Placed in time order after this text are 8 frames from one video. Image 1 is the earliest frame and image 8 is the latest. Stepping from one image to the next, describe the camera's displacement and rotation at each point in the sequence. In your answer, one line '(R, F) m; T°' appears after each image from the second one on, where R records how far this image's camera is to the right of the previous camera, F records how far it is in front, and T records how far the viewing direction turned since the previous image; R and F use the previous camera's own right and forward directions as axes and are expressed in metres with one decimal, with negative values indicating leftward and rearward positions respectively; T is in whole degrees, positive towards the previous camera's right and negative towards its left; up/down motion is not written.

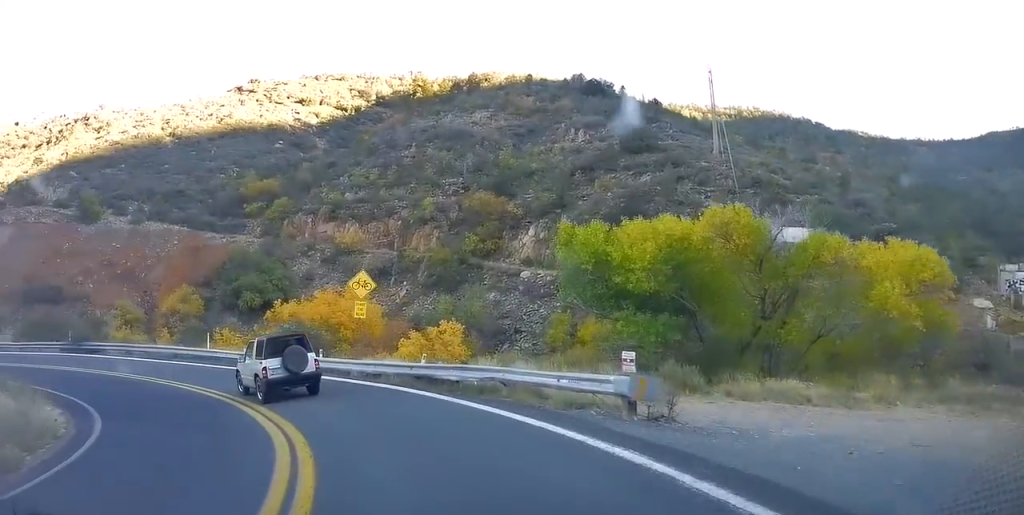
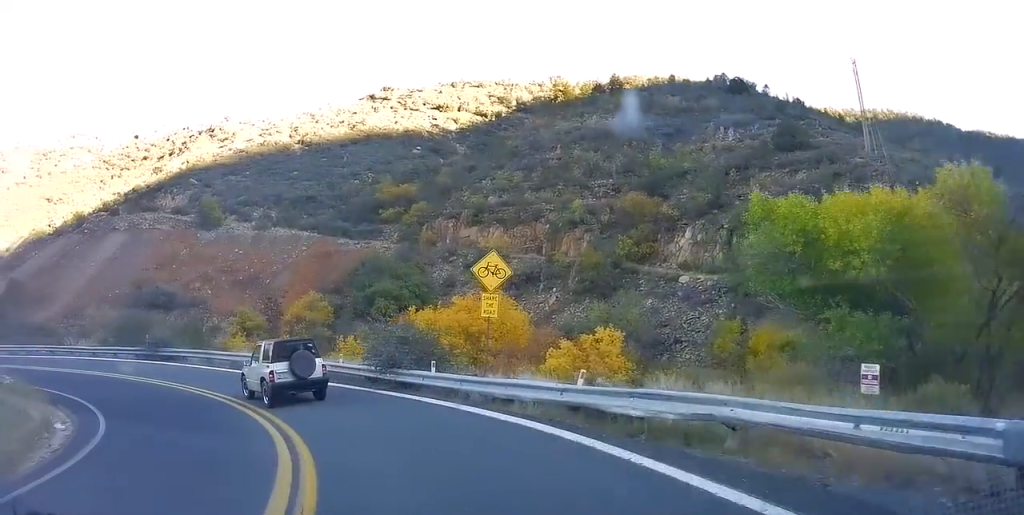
(+0.2, +6.0) m; -10°
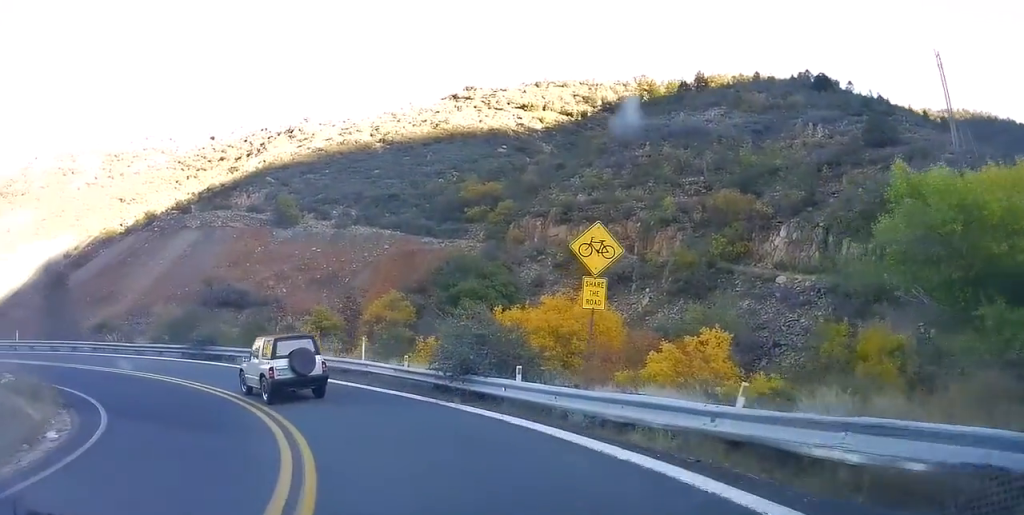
(-0.7, +3.5) m; -8°
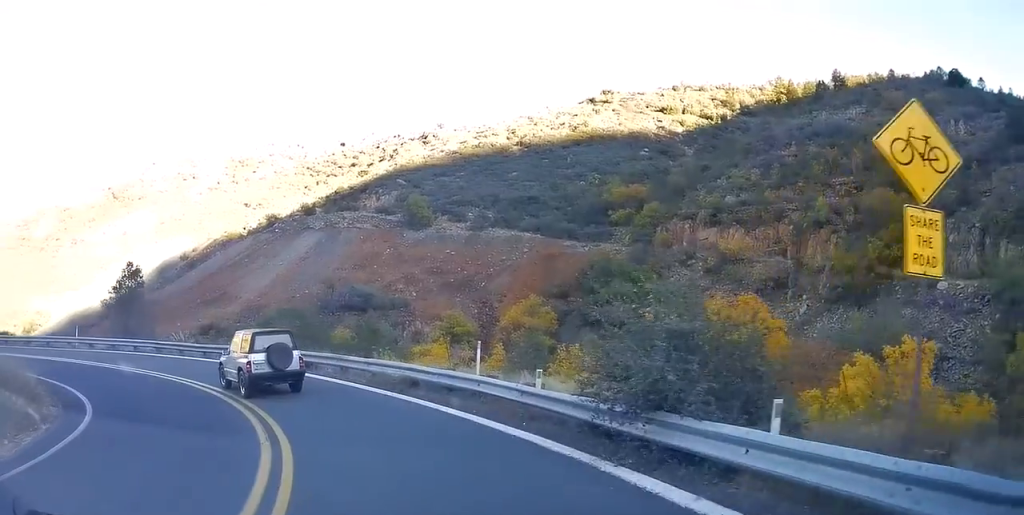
(-0.8, +6.2) m; -14°
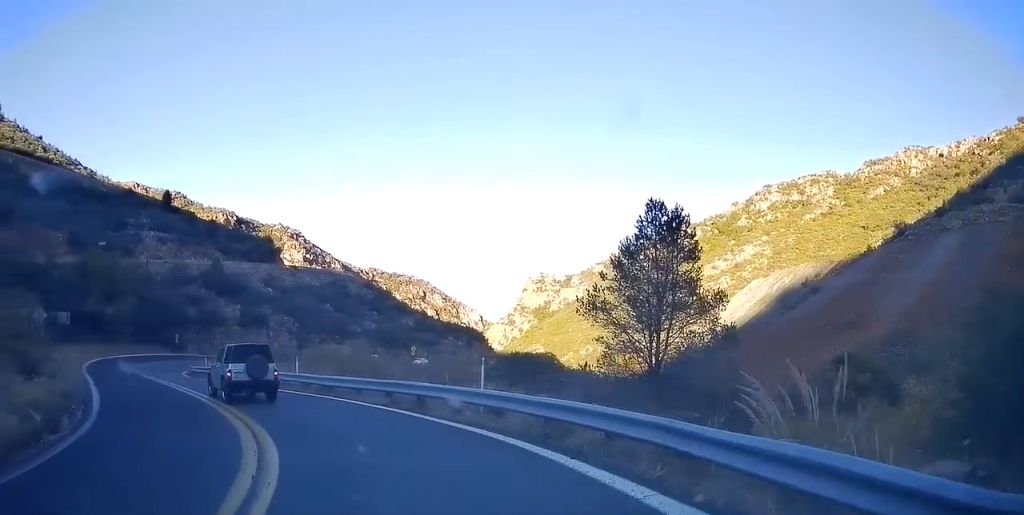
(-11.0, +19.9) m; -60°
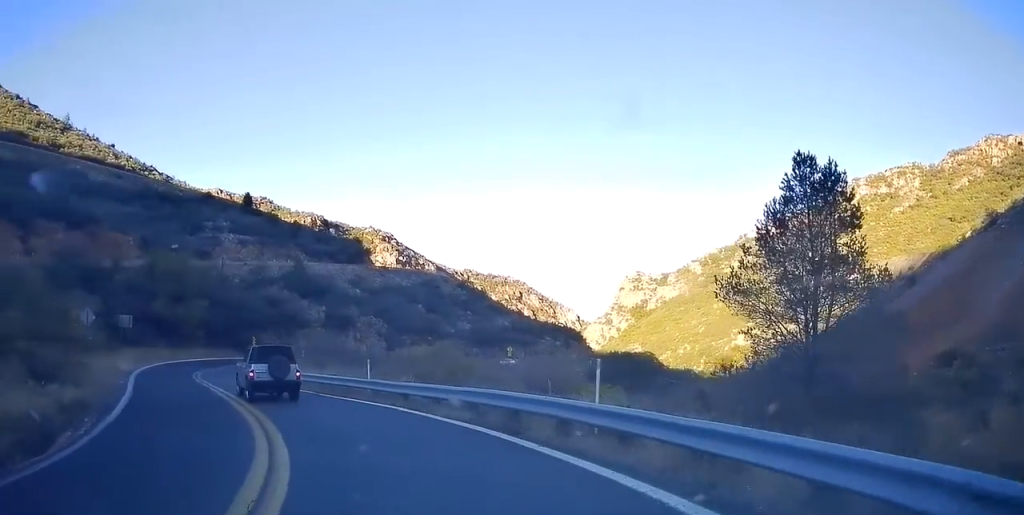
(-0.3, +3.5) m; -10°
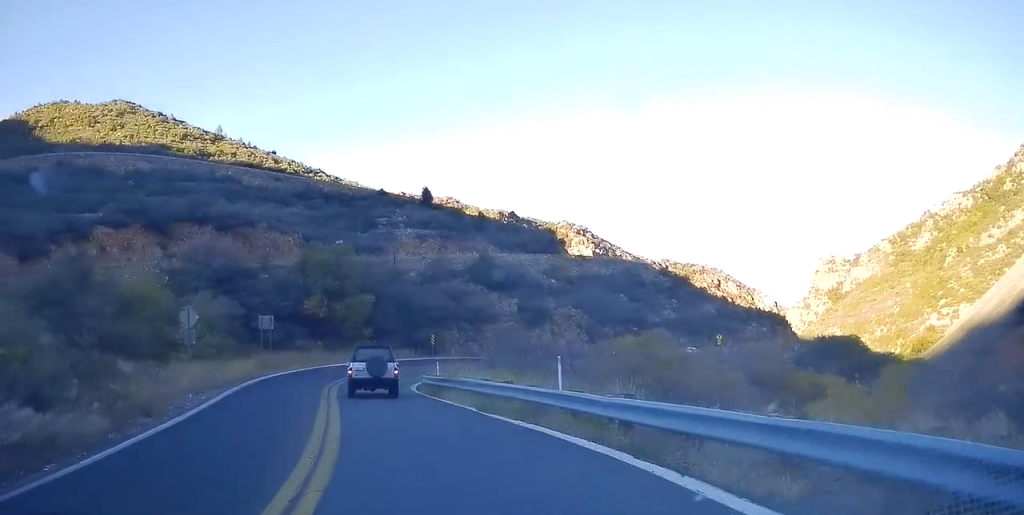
(-1.5, +7.3) m; -20°
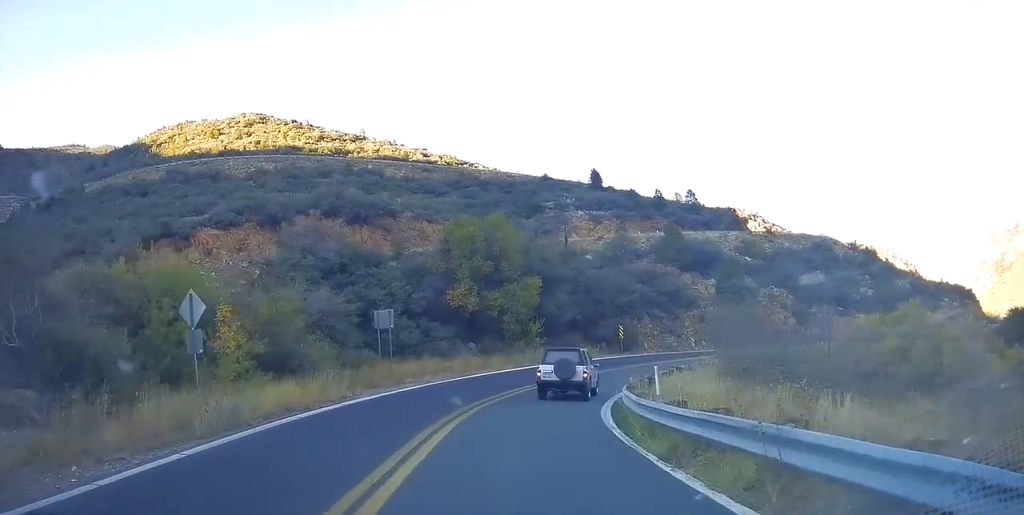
(-2.6, +12.4) m; -13°
